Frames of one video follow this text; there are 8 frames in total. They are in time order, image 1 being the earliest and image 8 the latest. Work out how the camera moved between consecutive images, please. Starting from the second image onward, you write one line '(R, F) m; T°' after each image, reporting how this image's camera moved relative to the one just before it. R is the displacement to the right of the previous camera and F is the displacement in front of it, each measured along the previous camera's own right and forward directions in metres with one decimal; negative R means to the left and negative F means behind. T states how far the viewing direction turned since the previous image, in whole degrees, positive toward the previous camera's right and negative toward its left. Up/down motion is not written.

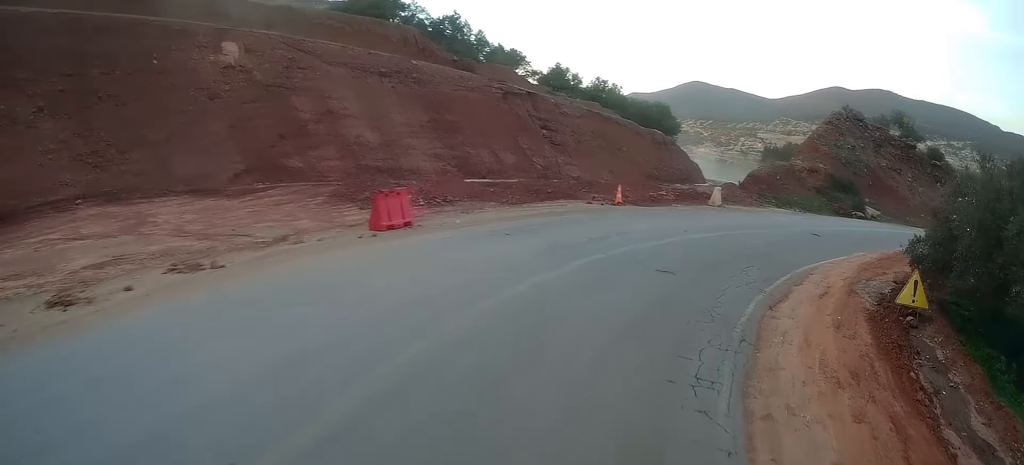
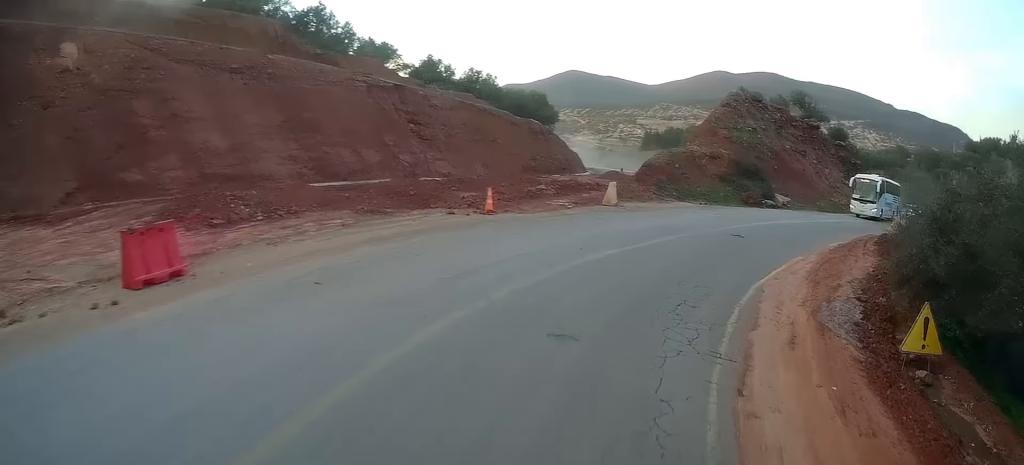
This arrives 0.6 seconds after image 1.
(+0.1, +4.7) m; +8°
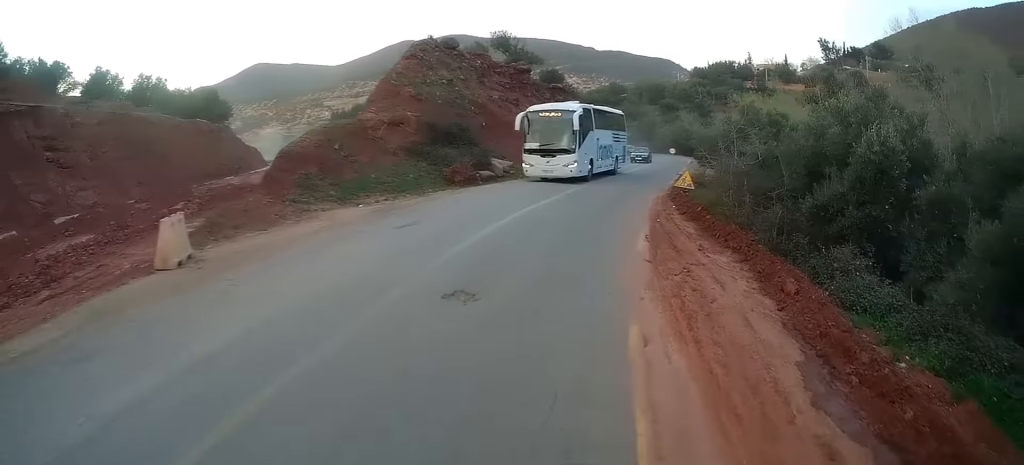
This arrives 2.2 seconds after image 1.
(+2.9, +12.2) m; +25°
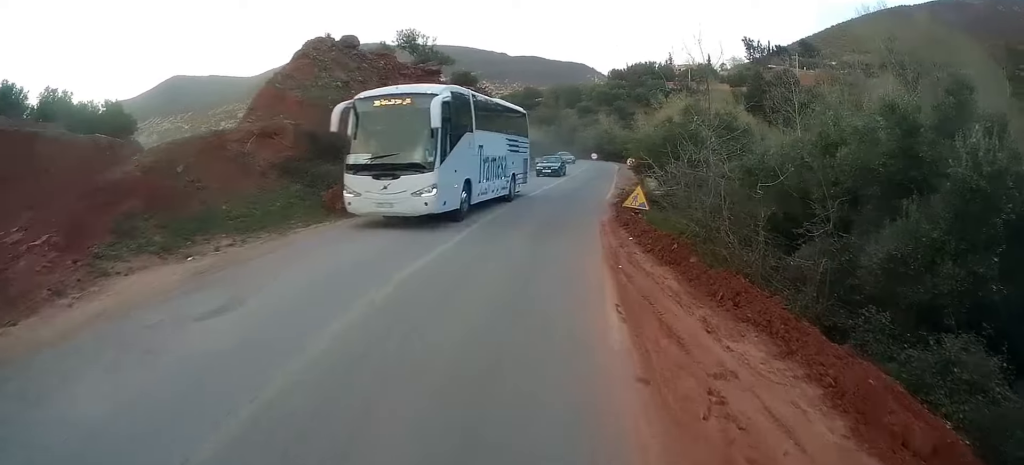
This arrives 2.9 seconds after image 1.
(+0.5, +6.3) m; +9°
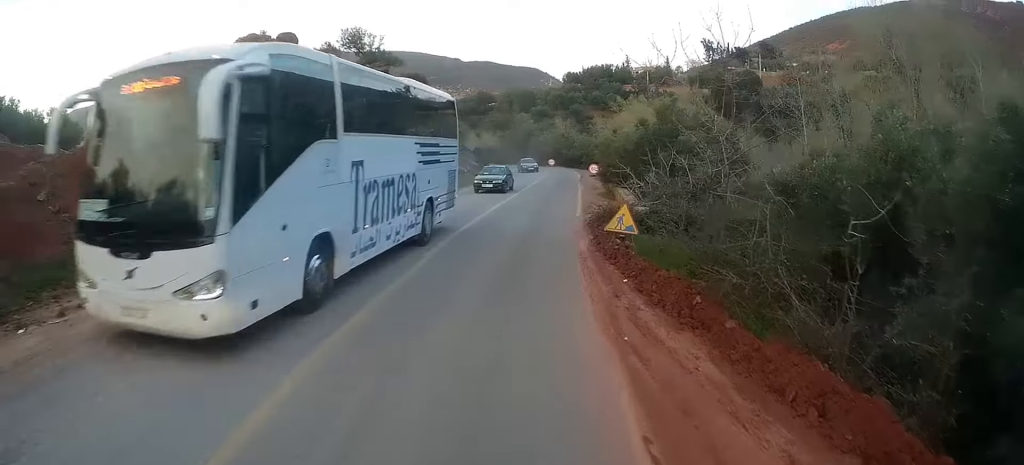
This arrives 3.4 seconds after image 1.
(+0.4, +4.3) m; +2°
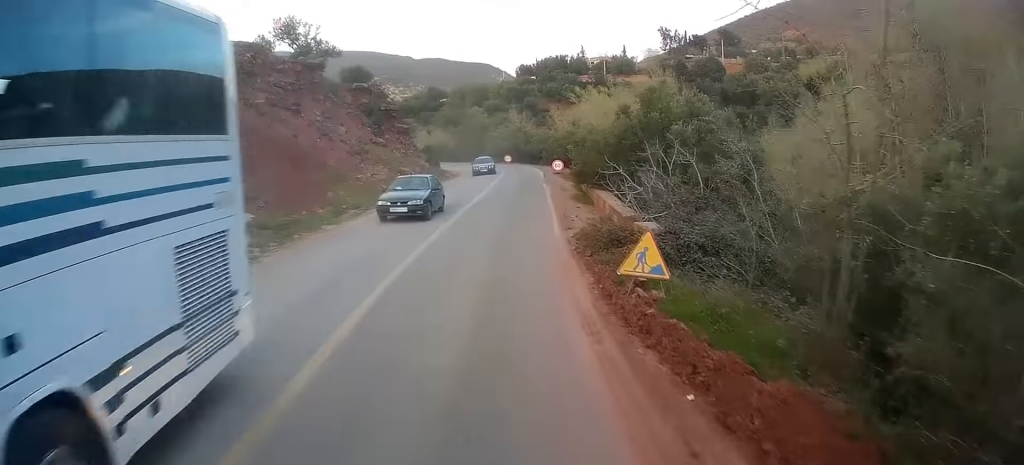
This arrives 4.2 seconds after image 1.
(+0.1, +6.2) m; +3°
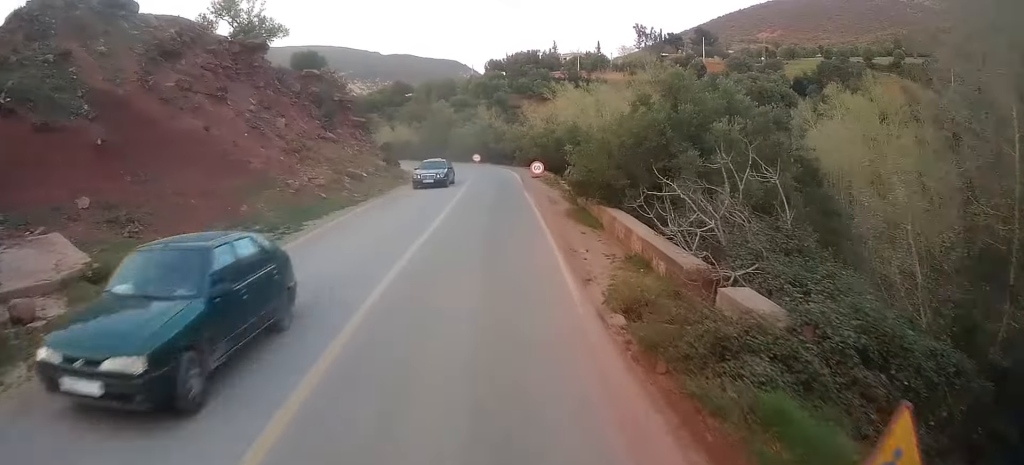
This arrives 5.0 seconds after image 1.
(-0.1, +7.4) m; +3°
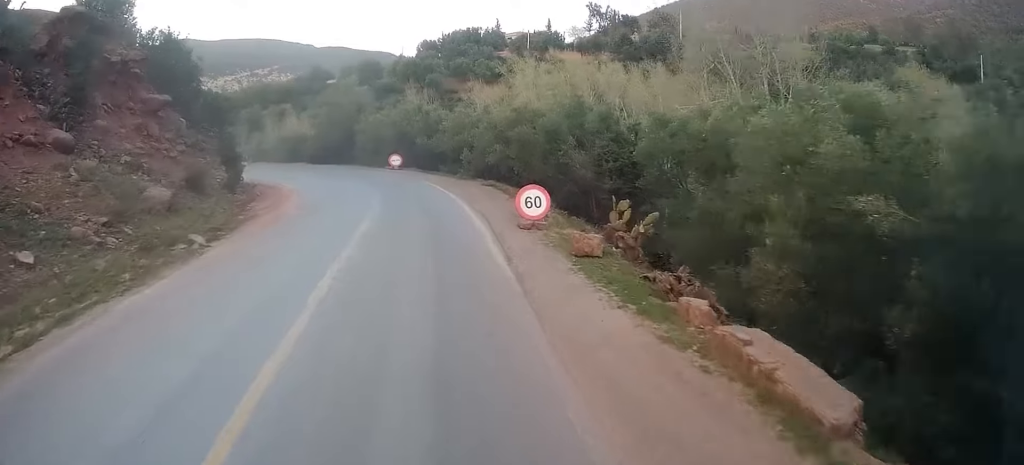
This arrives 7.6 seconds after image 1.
(+2.1, +25.4) m; +5°
